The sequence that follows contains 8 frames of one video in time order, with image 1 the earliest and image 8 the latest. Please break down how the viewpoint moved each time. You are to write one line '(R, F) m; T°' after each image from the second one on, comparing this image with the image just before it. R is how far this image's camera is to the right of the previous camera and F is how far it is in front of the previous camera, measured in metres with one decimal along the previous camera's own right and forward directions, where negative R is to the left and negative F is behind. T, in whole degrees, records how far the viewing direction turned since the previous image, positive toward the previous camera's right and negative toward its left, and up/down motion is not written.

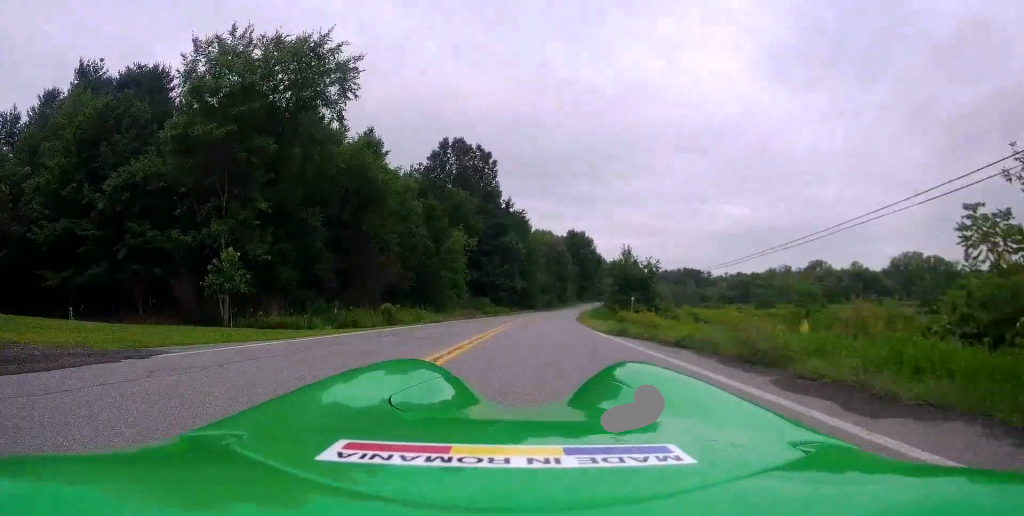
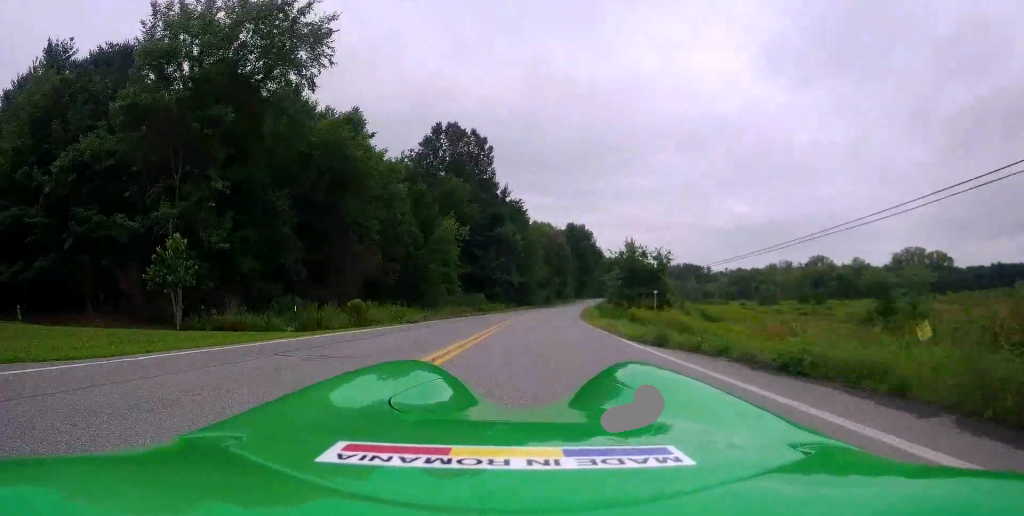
(-0.1, +5.2) m; -1°
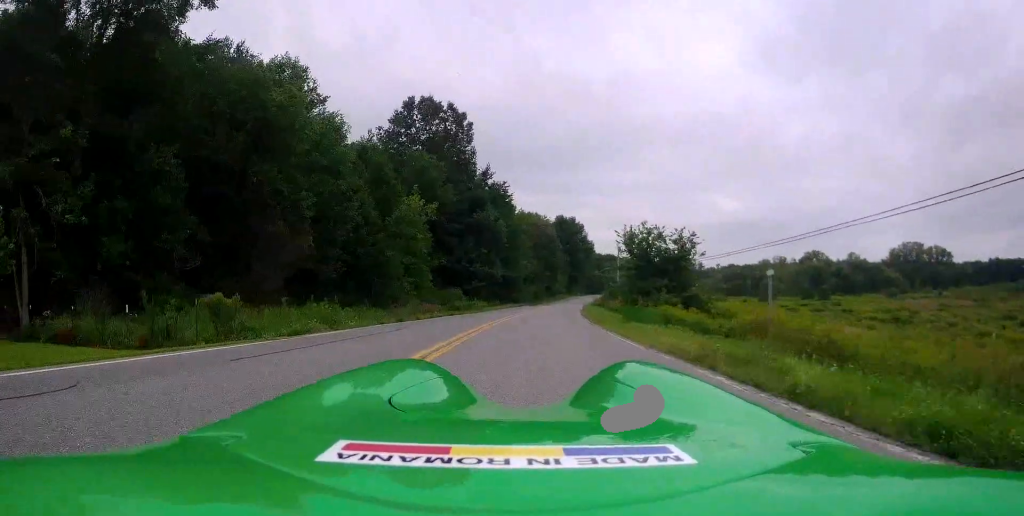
(-0.2, +11.9) m; 0°
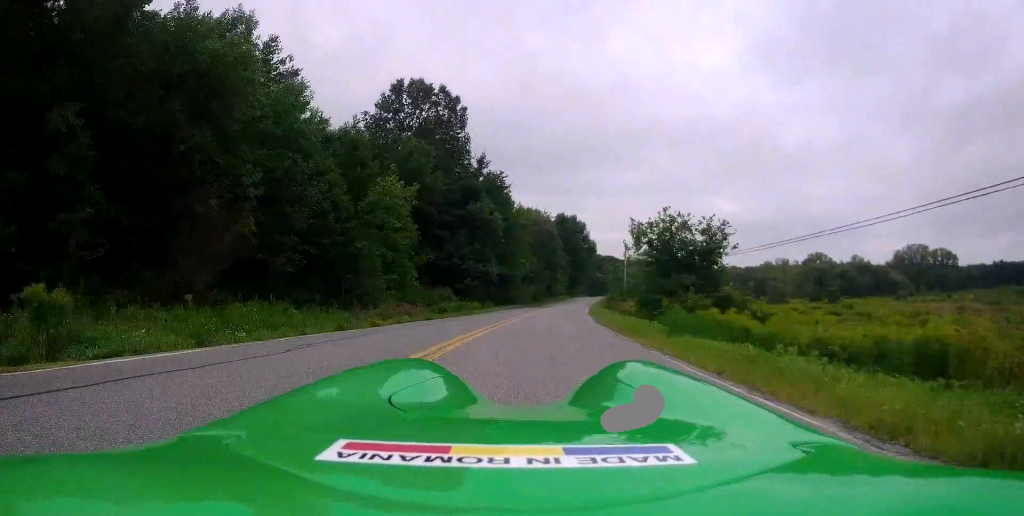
(+0.1, +6.6) m; +2°
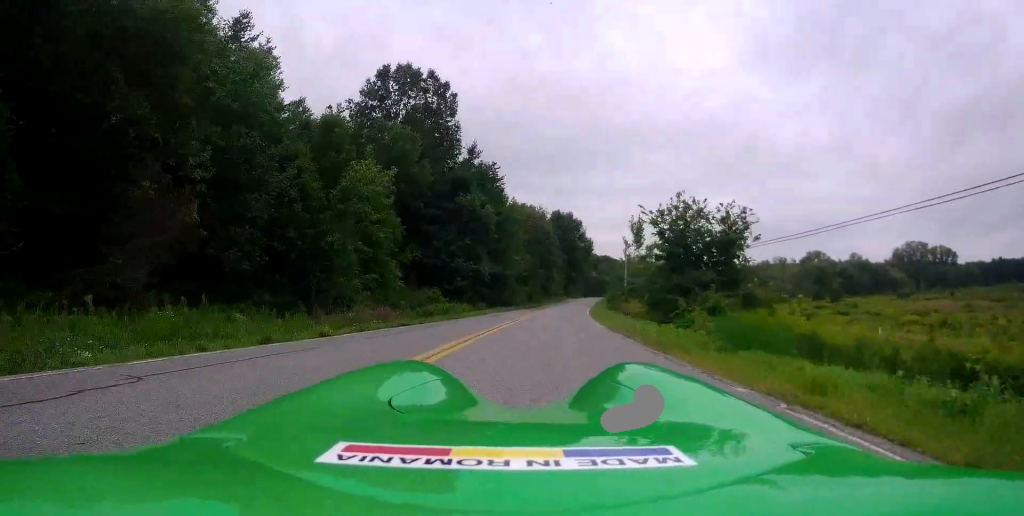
(+0.1, +3.6) m; +1°
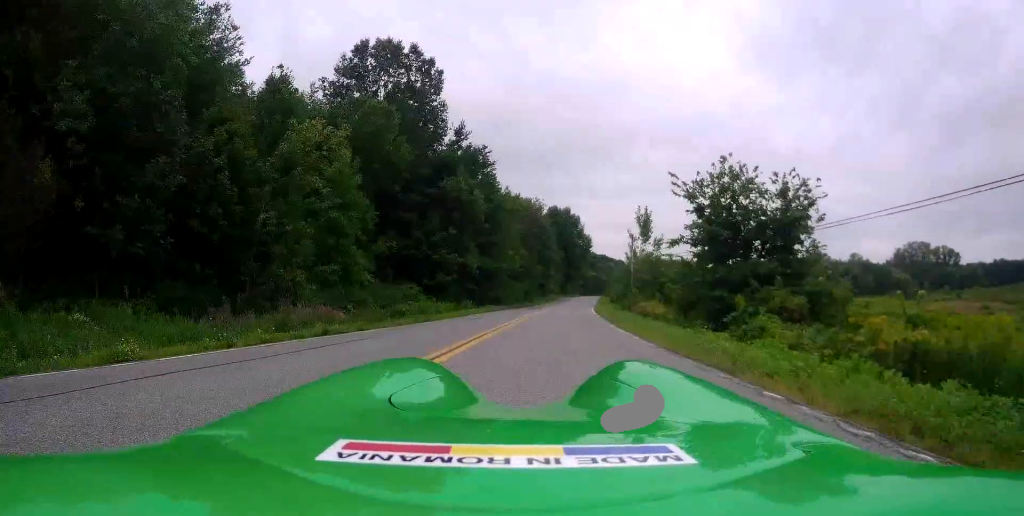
(+0.1, +6.8) m; +1°
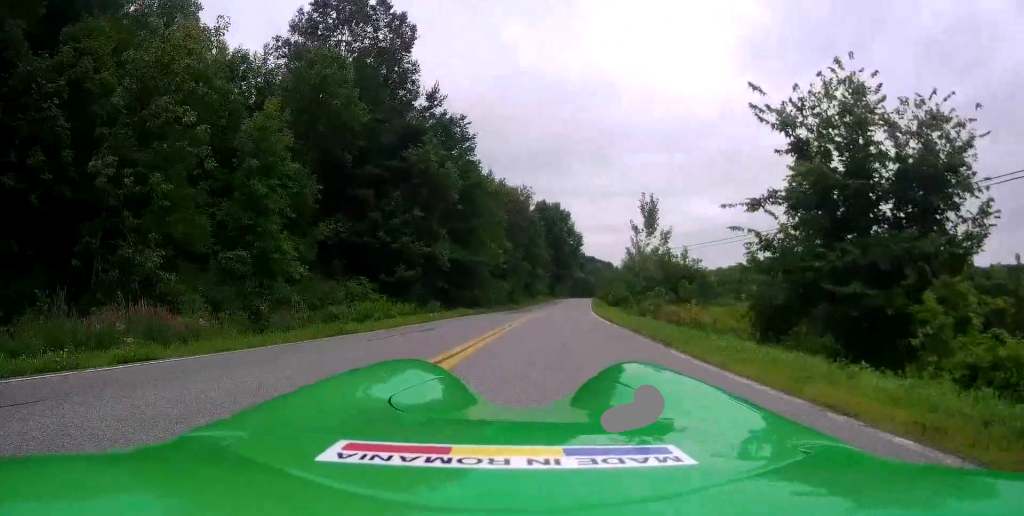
(0.0, +9.3) m; 0°
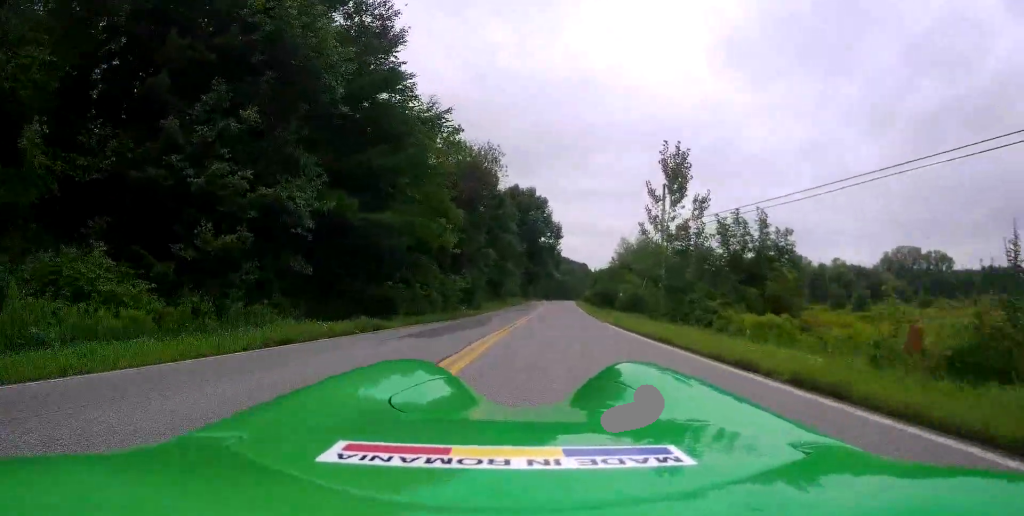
(0.0, +20.7) m; +1°
